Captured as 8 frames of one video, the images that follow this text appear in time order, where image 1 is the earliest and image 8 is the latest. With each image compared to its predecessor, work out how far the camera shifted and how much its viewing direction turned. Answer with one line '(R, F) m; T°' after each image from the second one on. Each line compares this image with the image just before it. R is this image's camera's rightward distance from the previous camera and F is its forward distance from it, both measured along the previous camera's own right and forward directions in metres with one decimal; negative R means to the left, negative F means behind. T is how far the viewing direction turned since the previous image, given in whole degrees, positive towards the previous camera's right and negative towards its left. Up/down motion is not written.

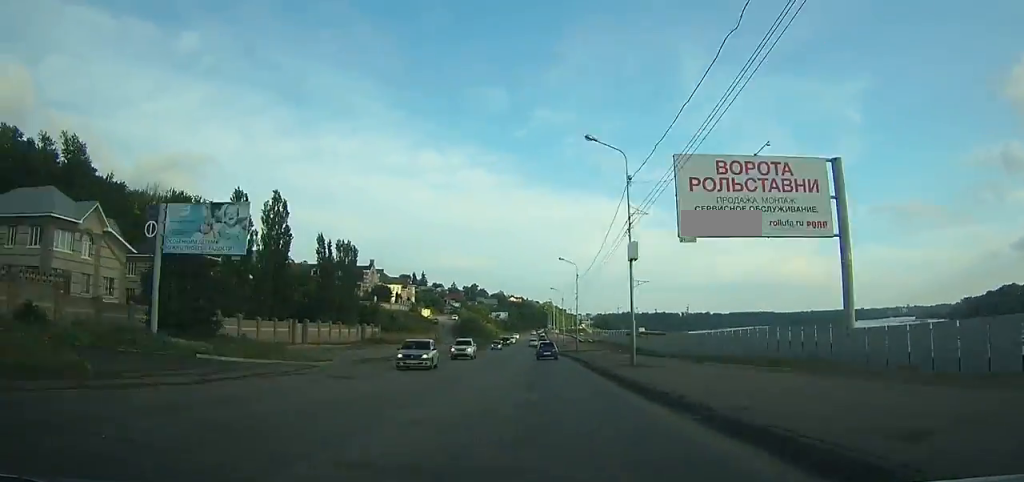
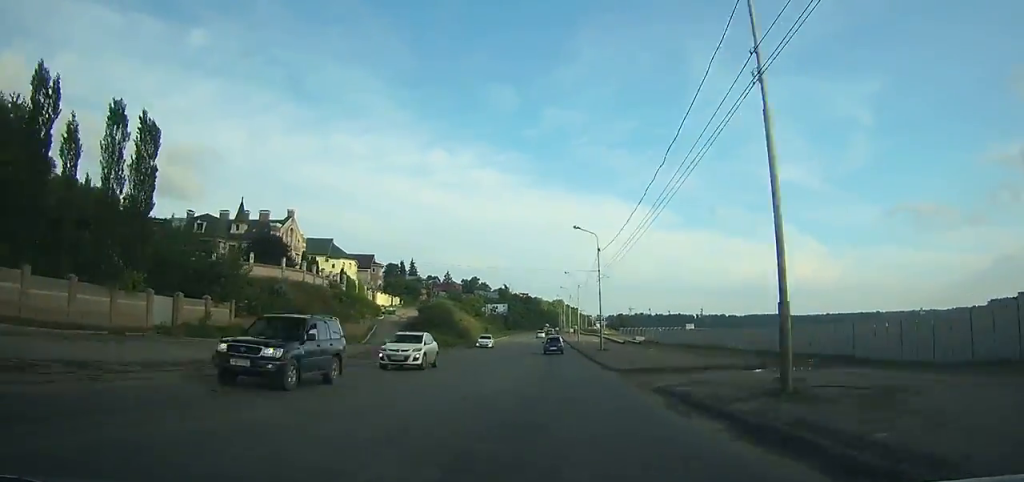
(-2.7, +57.1) m; -3°
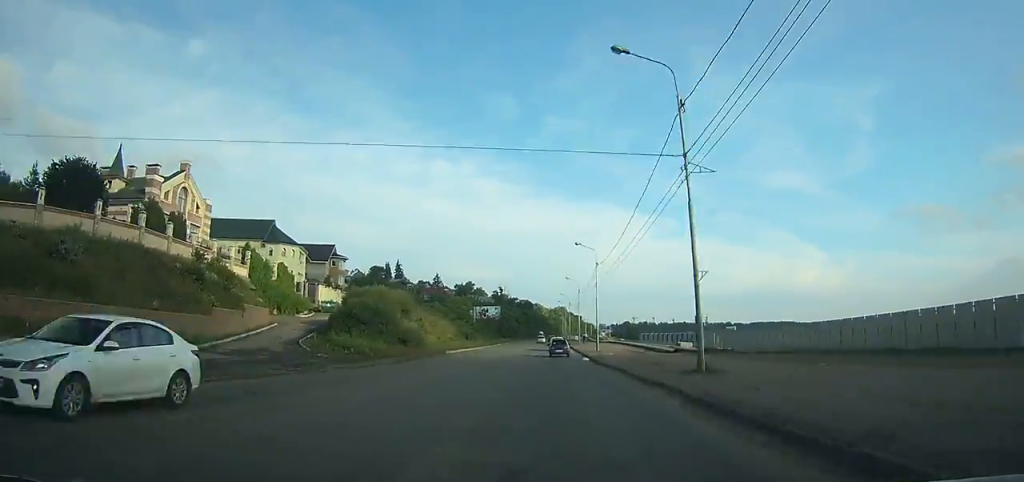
(0.0, +31.9) m; 0°
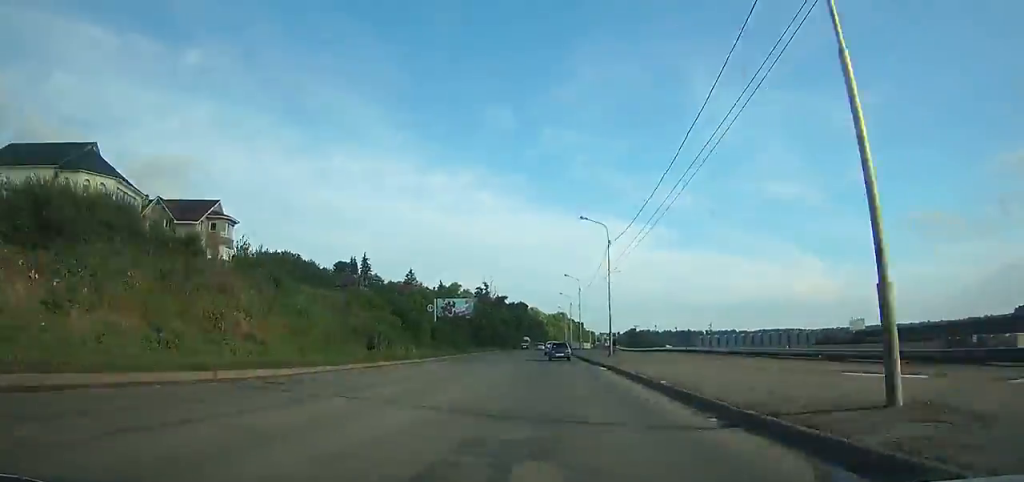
(+0.1, +48.4) m; 0°
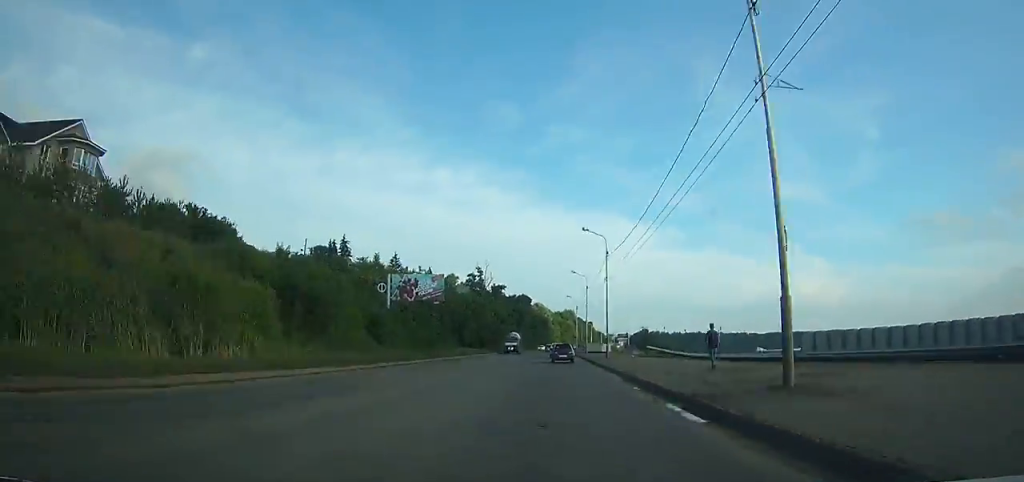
(0.0, +32.2) m; 0°
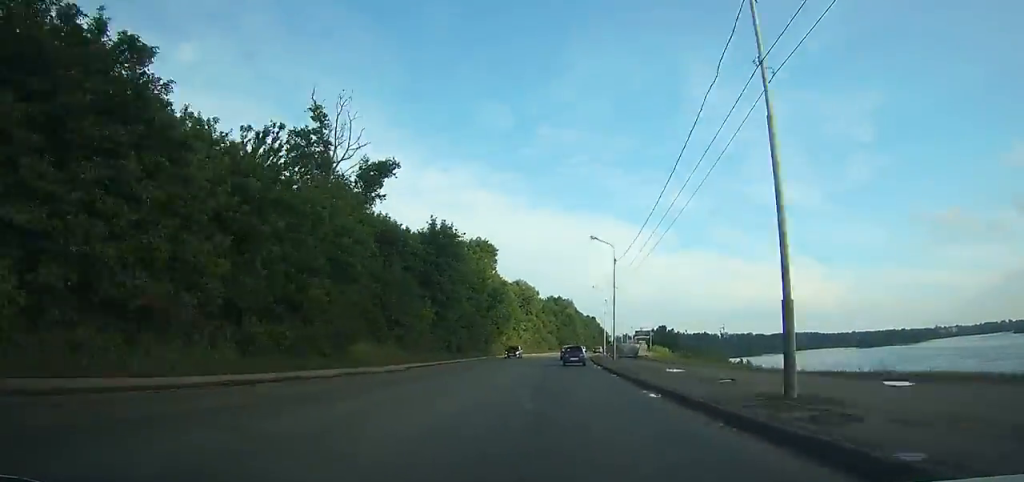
(+0.1, +106.1) m; +1°
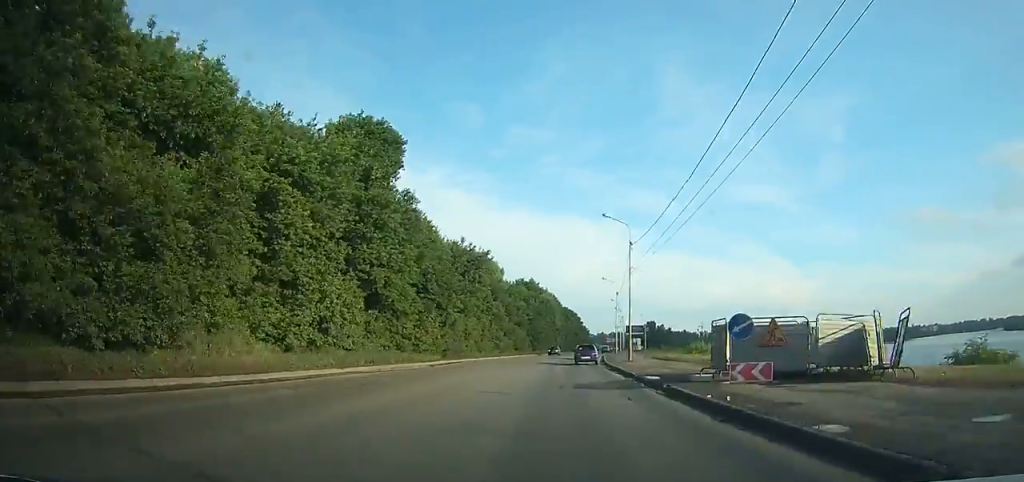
(+0.6, +49.1) m; +3°
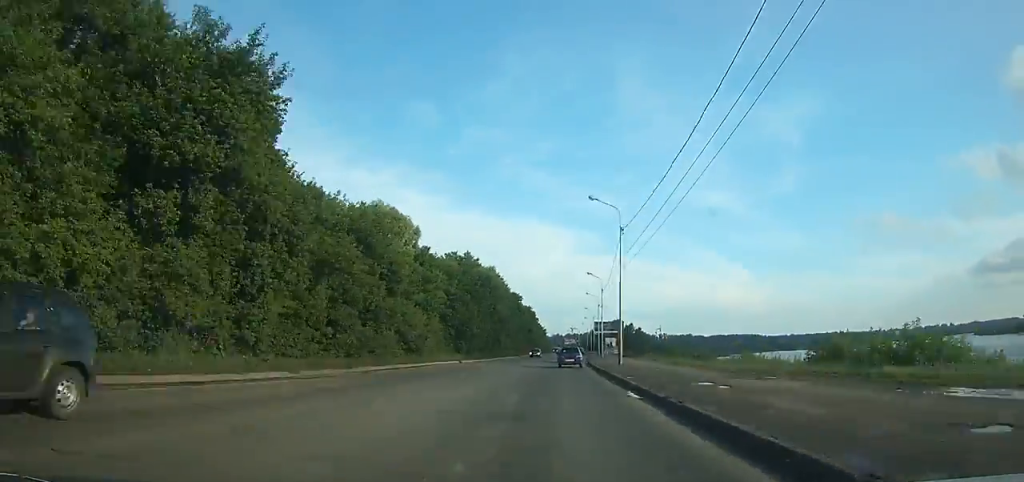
(+1.3, +45.7) m; +3°
